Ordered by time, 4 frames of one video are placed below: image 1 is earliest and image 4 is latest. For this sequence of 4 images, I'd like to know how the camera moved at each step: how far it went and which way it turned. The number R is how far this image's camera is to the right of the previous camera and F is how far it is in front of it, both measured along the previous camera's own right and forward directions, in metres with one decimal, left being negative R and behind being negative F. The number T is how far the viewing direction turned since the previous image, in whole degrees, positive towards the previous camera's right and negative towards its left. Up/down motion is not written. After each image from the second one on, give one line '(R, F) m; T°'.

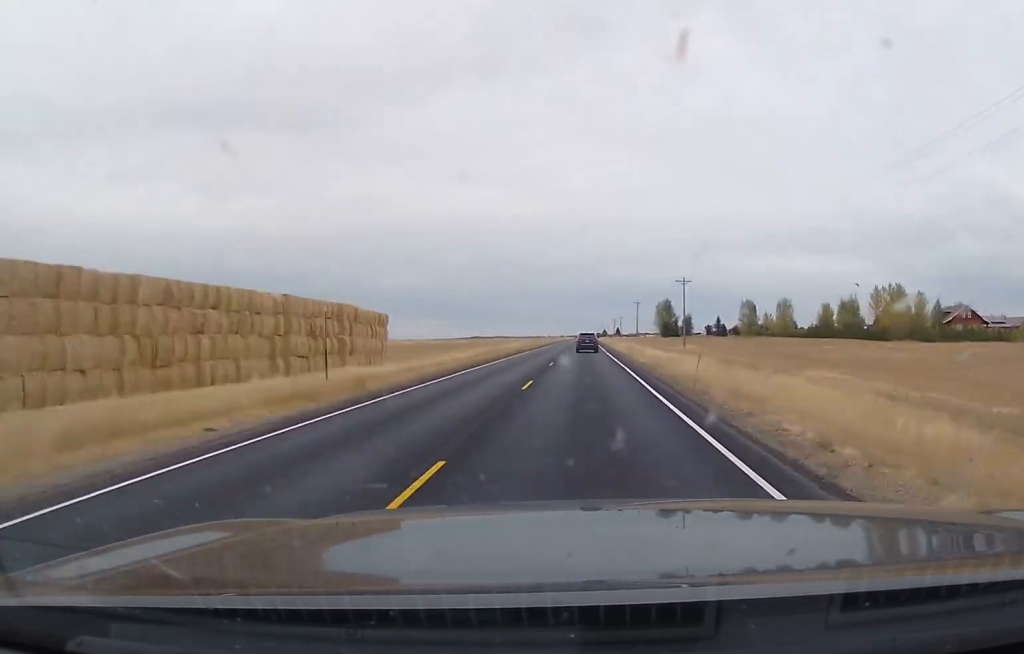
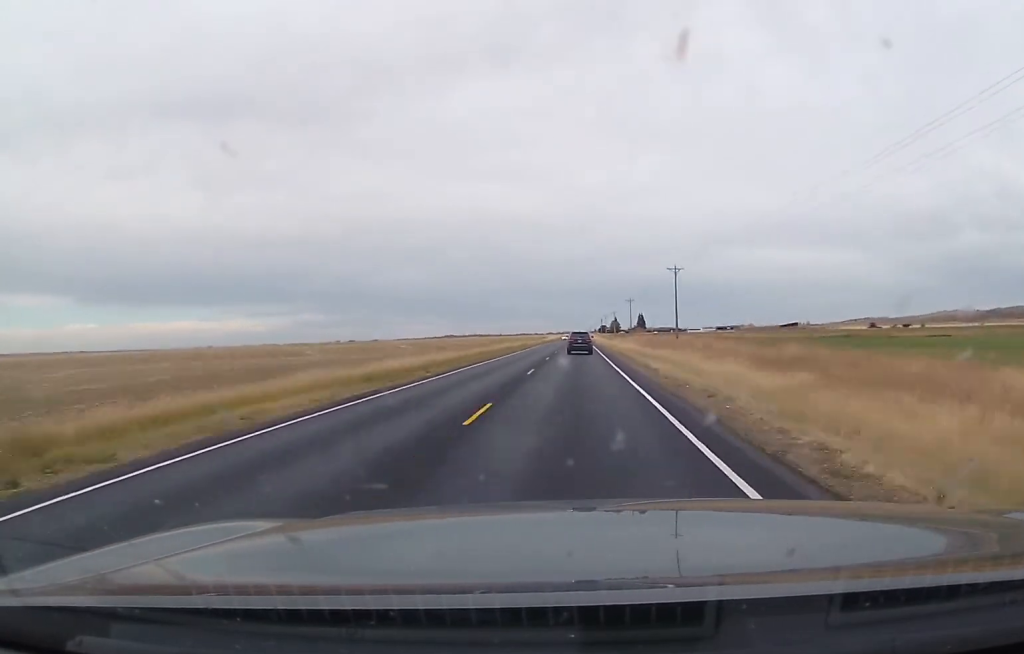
(0.0, +457.9) m; 0°
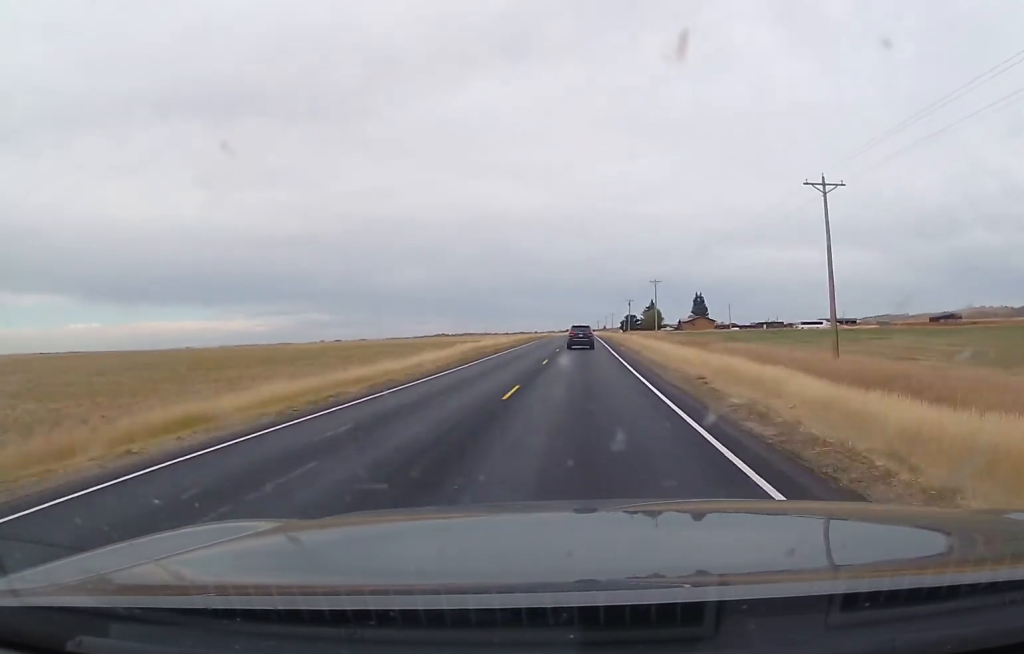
(-0.2, +220.4) m; 0°
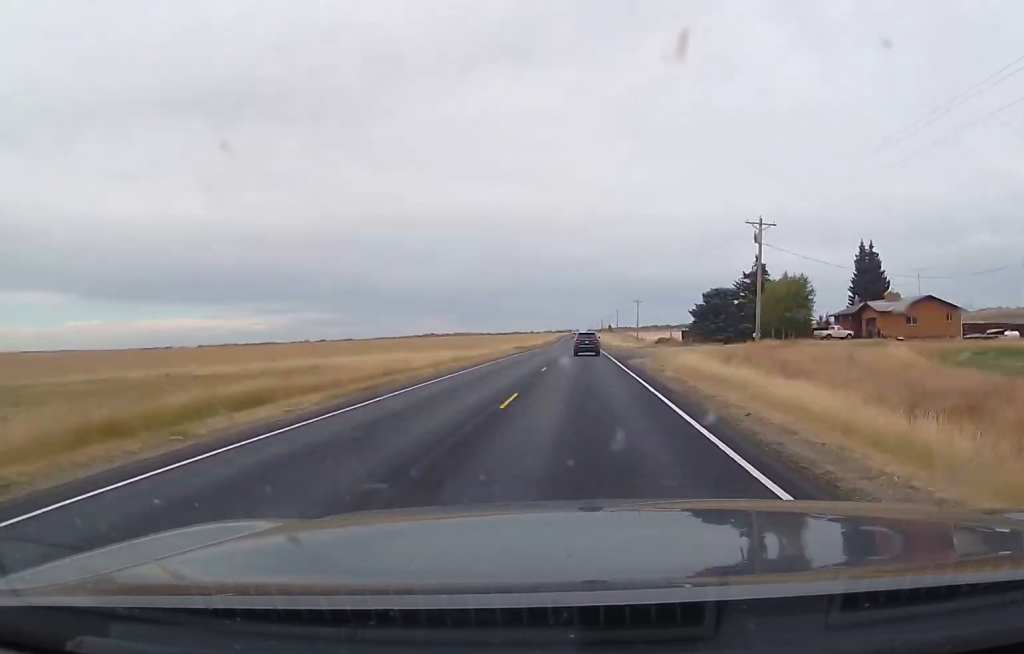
(+0.2, +152.5) m; 0°
